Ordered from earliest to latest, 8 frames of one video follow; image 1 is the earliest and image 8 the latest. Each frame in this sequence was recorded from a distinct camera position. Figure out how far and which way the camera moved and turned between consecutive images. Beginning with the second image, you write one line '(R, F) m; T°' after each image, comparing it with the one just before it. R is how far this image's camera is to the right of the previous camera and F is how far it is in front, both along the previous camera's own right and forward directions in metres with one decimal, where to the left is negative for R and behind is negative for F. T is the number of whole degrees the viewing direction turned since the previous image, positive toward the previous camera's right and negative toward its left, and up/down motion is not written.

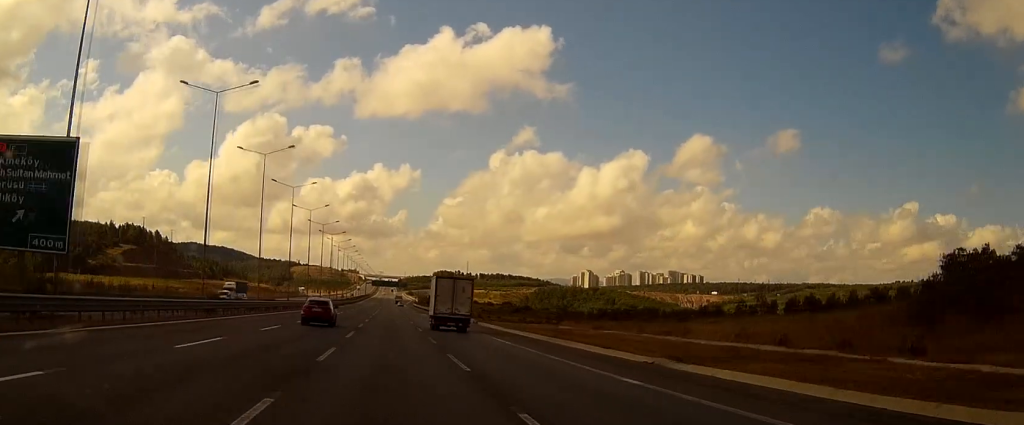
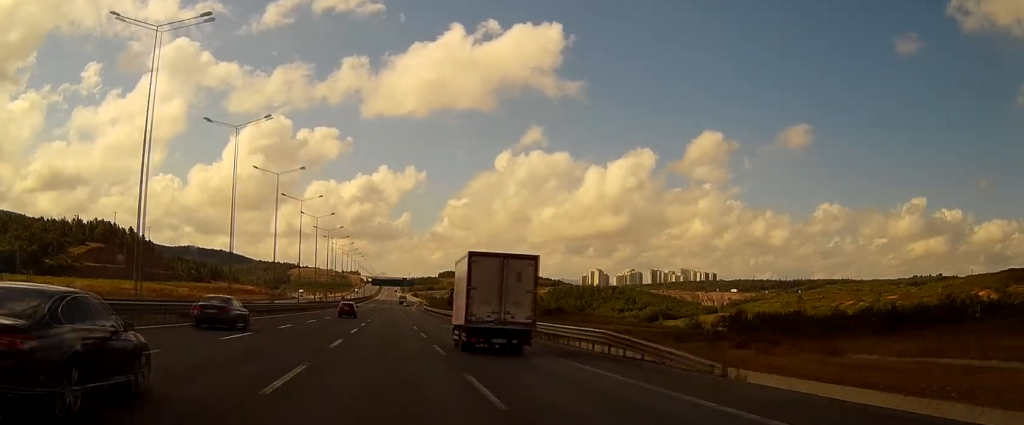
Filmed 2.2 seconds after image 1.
(0.0, +67.7) m; 0°
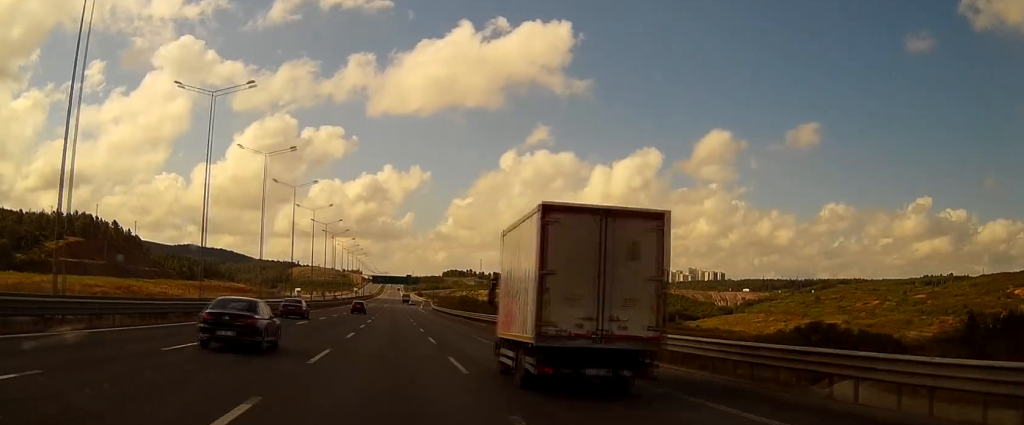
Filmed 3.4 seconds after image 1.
(-0.1, +37.7) m; 0°
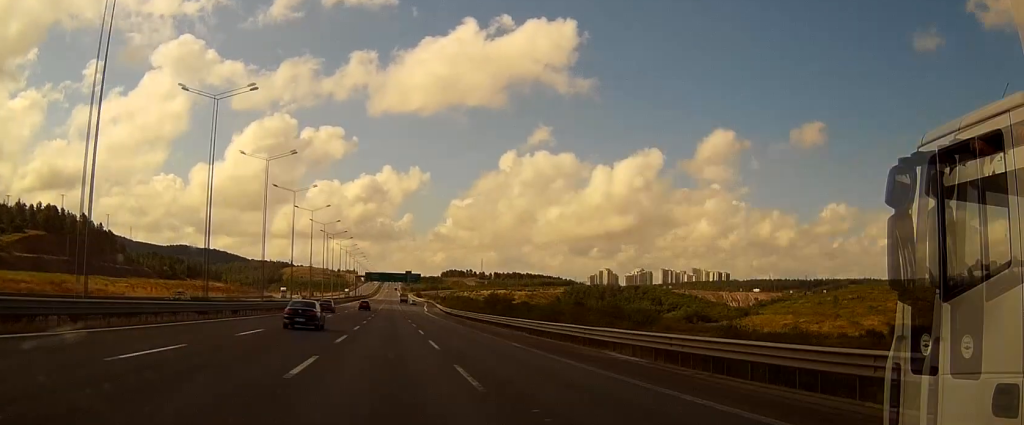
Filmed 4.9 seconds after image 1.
(-0.1, +49.0) m; 0°
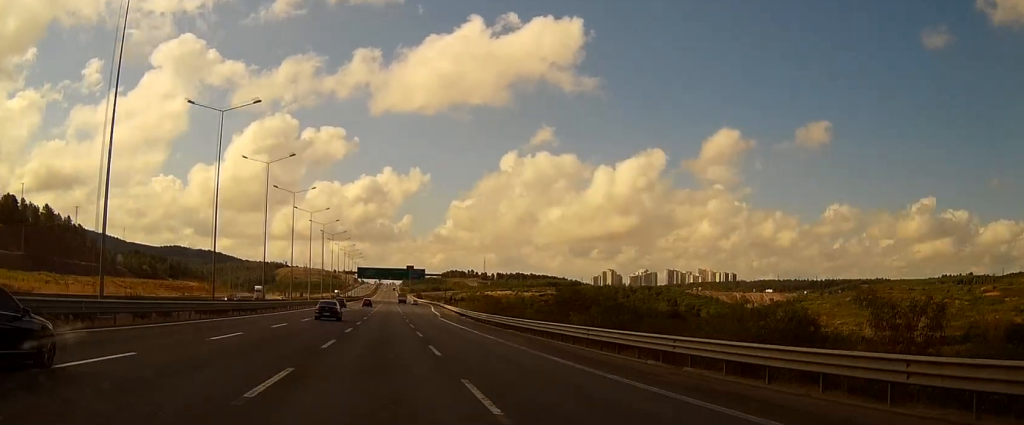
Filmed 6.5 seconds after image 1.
(+0.1, +49.1) m; 0°
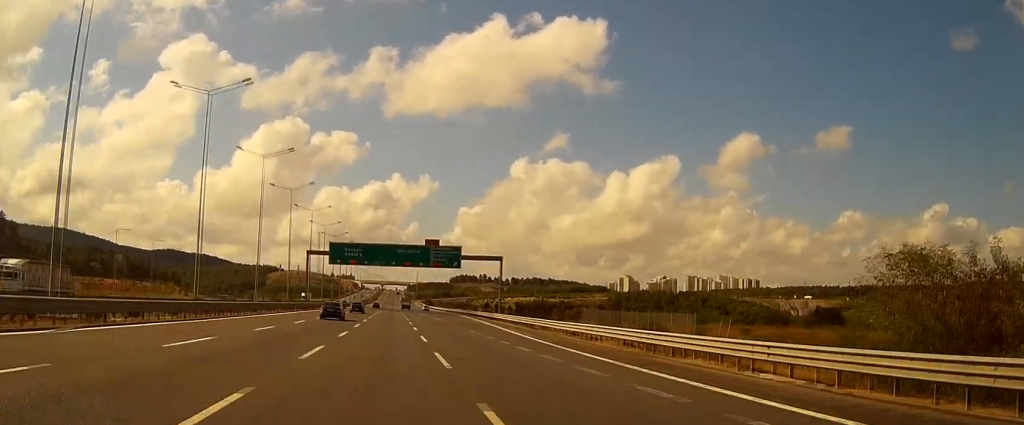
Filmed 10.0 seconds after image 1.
(0.0, +109.3) m; 0°
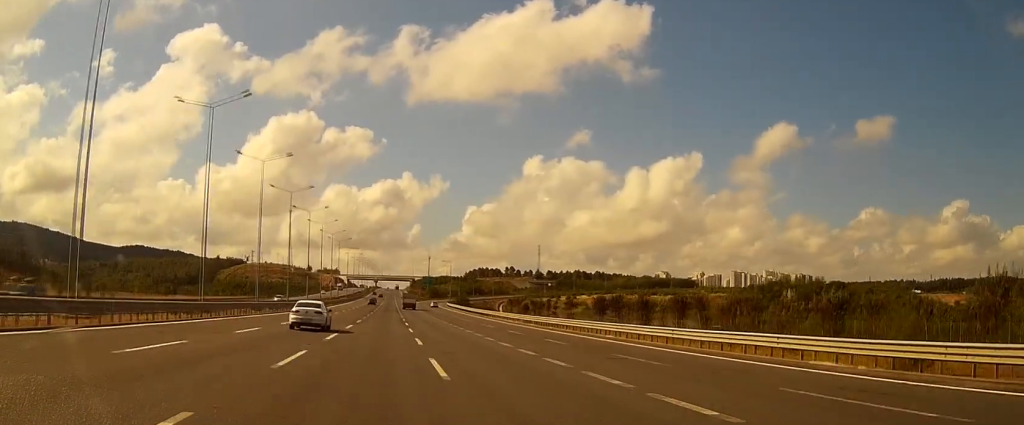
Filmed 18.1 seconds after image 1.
(+0.2, +255.9) m; 0°
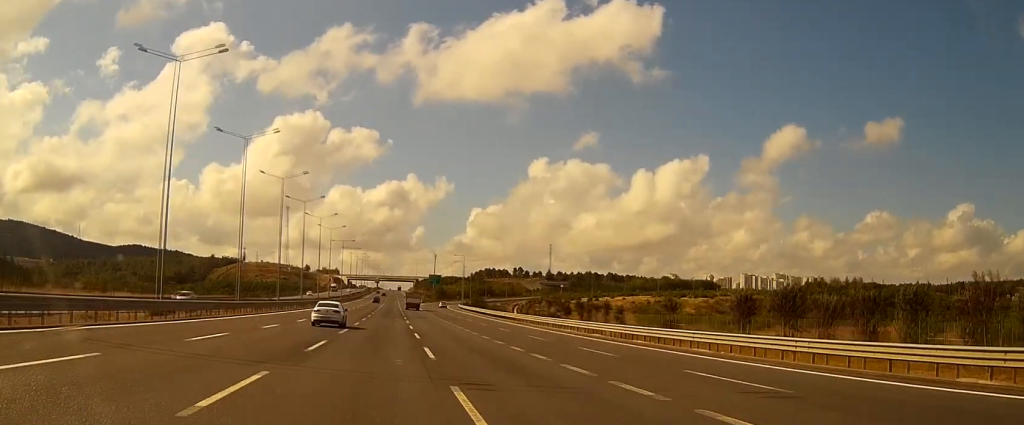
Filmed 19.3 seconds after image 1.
(+0.1, +38.0) m; 0°
